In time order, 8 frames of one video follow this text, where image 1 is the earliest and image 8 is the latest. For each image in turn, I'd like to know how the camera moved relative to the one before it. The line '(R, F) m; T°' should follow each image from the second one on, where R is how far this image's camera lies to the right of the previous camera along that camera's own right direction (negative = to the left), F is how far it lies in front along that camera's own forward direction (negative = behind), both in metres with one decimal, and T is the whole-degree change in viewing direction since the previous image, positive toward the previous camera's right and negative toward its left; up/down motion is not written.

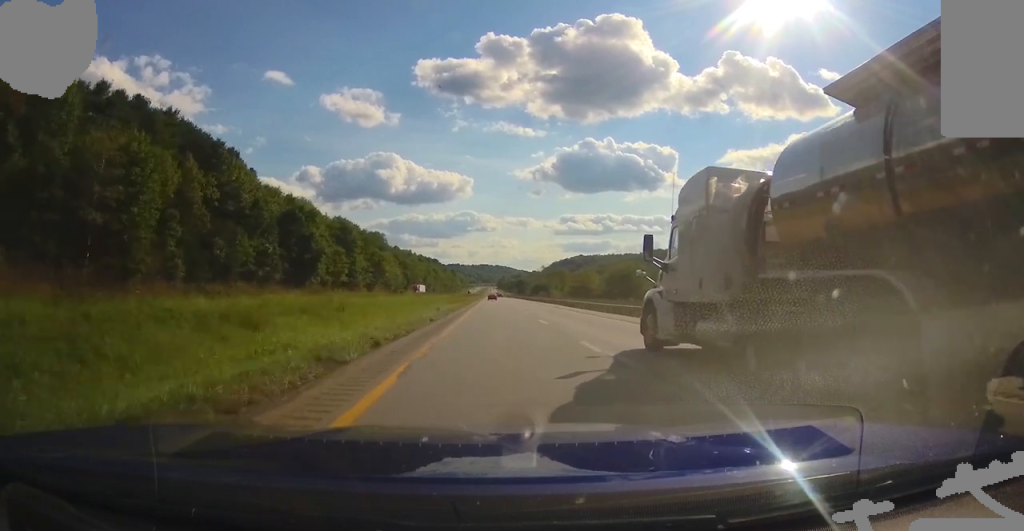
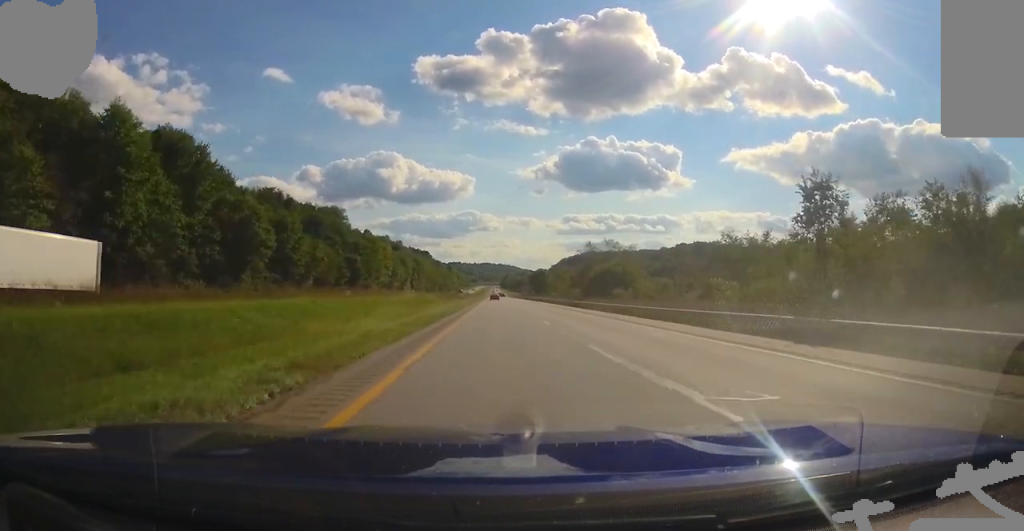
(-0.1, +99.5) m; 0°
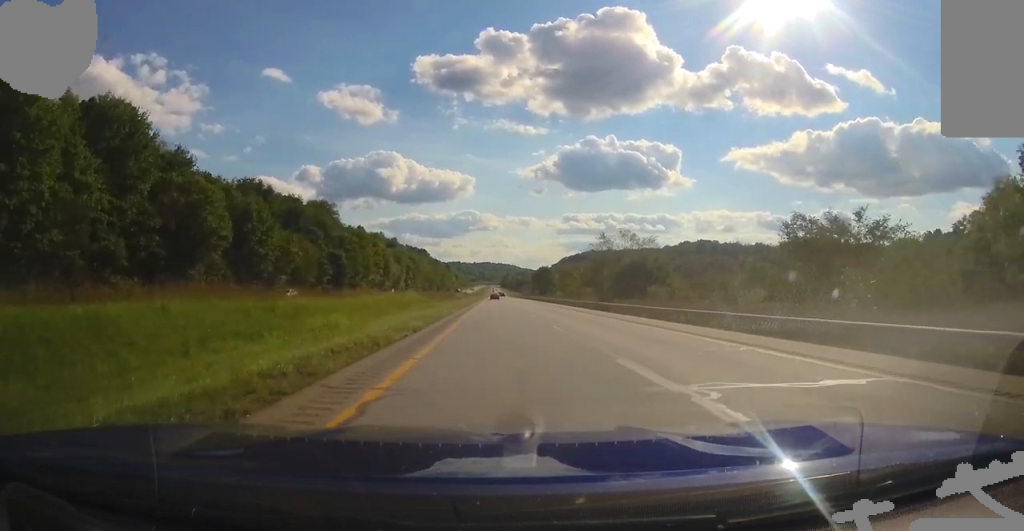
(0.0, +15.1) m; 0°
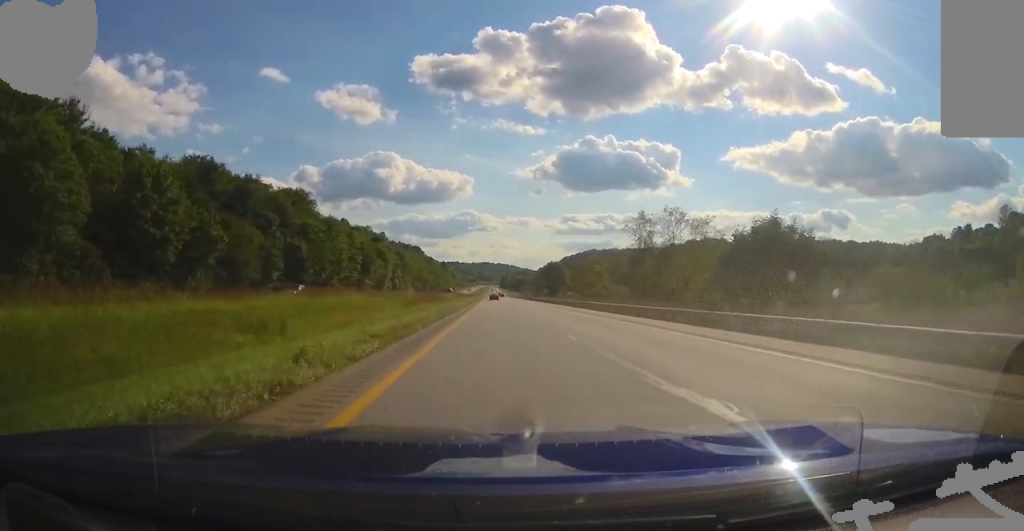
(0.0, +28.9) m; 0°
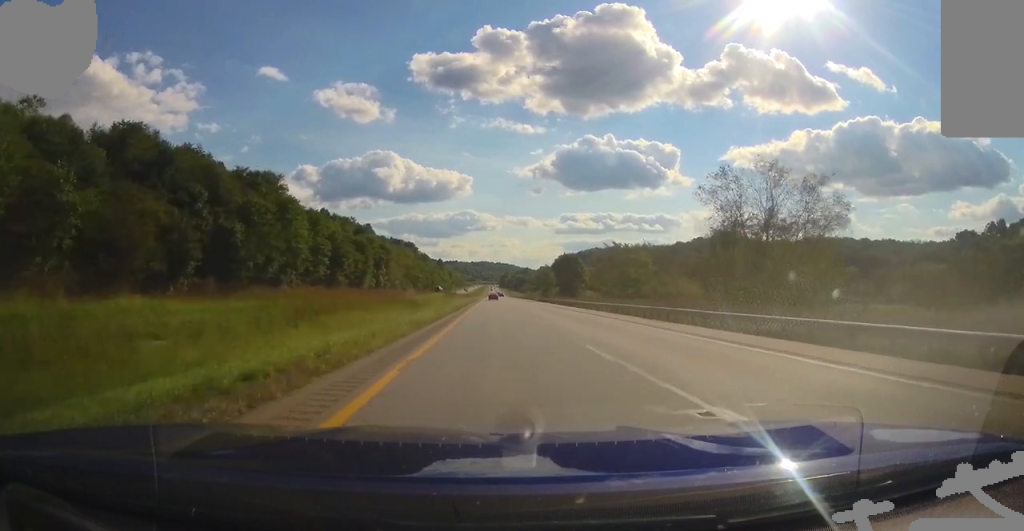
(0.0, +29.0) m; 0°
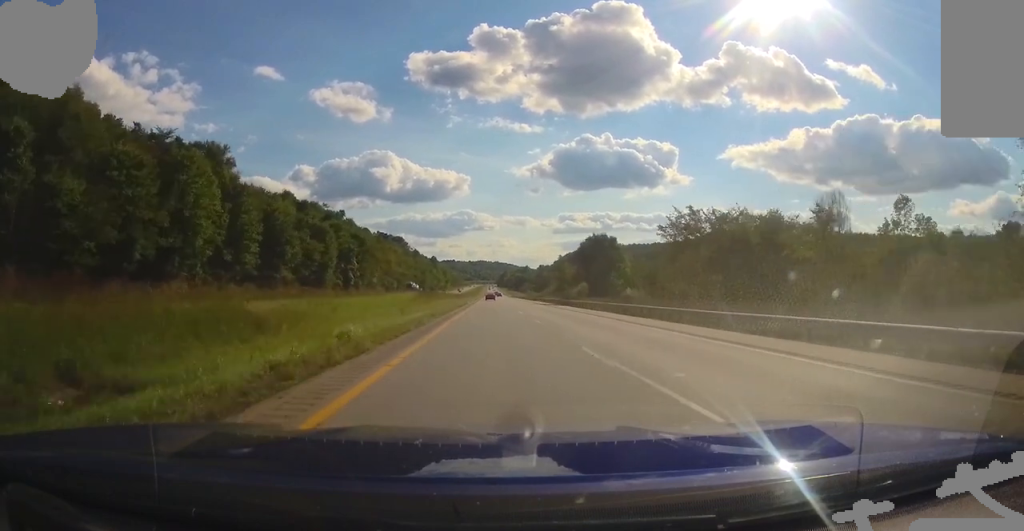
(0.0, +37.0) m; 0°
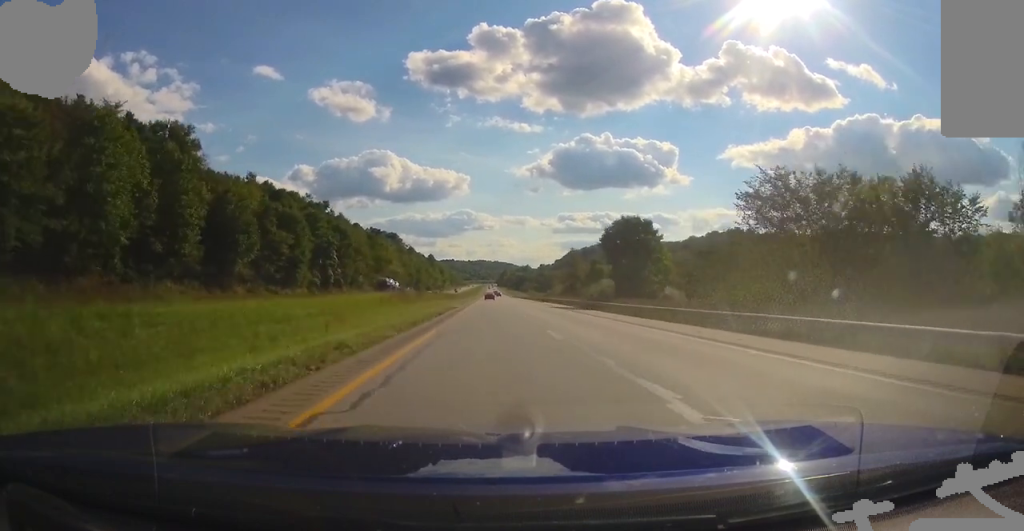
(0.0, +18.6) m; 0°
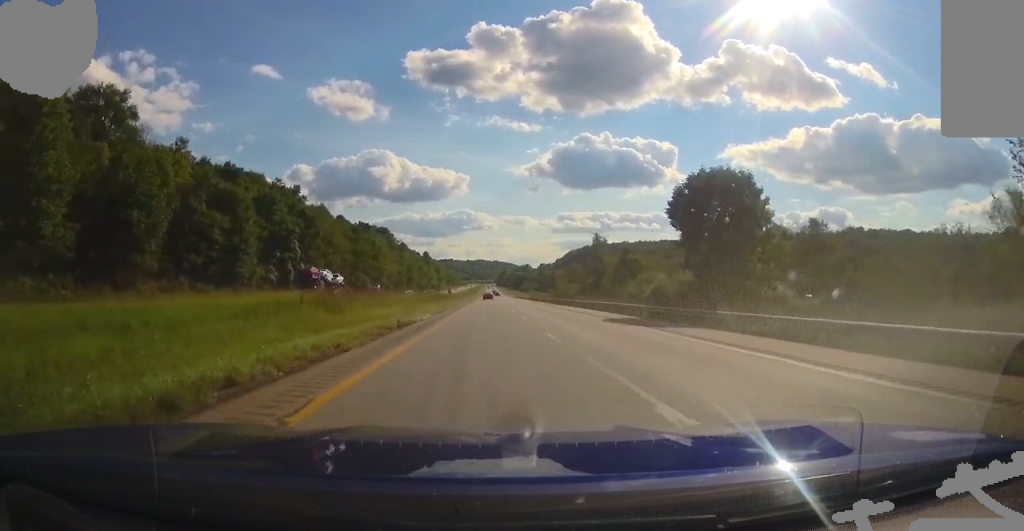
(+0.1, +25.7) m; 0°
